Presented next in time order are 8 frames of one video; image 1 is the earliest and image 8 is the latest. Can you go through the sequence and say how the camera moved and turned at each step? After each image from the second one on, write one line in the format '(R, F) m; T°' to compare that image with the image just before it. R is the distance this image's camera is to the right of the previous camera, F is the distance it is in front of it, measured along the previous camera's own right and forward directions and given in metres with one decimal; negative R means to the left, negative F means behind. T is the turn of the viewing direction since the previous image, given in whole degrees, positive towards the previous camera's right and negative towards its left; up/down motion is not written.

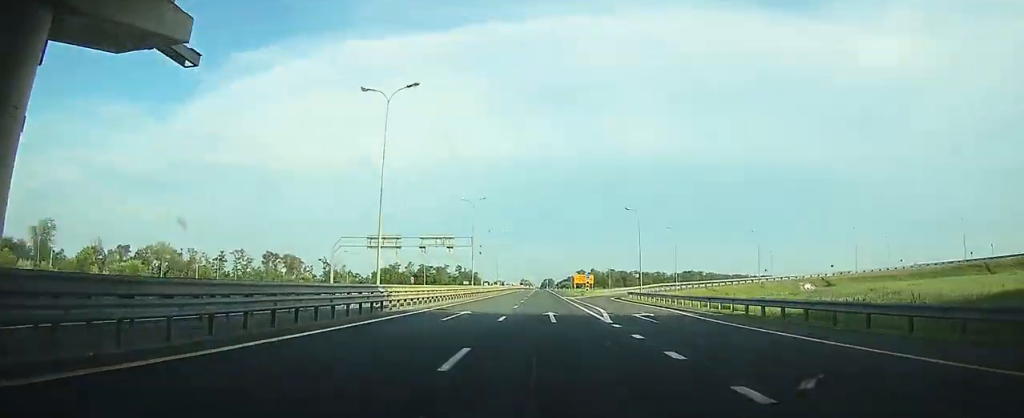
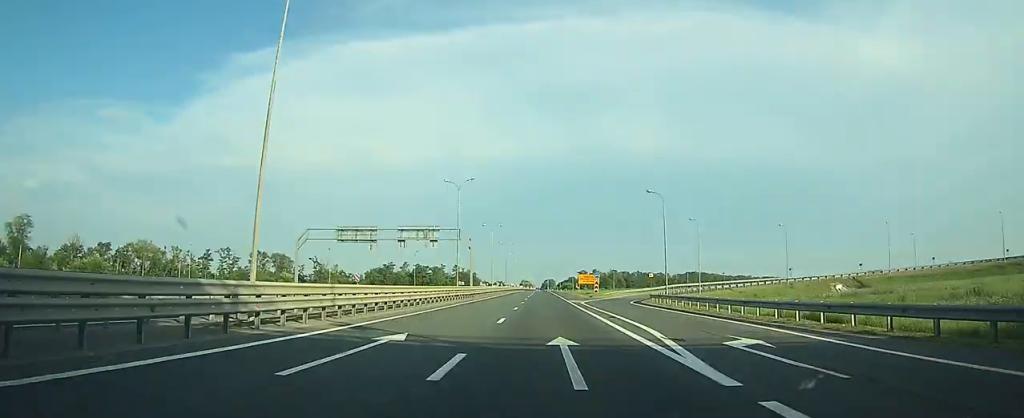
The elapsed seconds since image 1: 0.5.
(0.0, +12.8) m; 0°
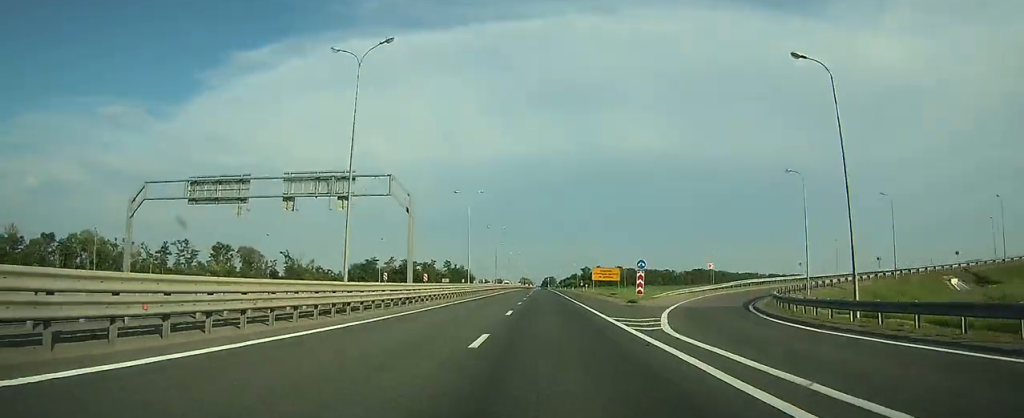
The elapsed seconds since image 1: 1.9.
(0.0, +31.9) m; 0°
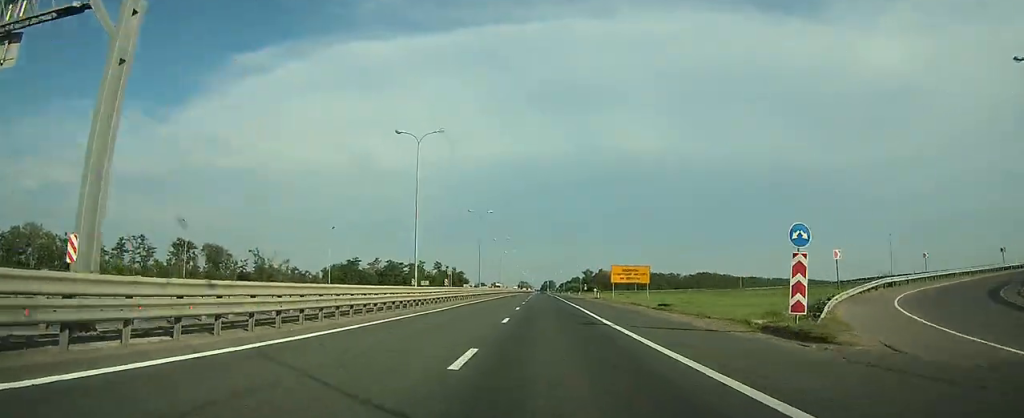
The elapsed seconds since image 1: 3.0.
(0.0, +26.3) m; 0°
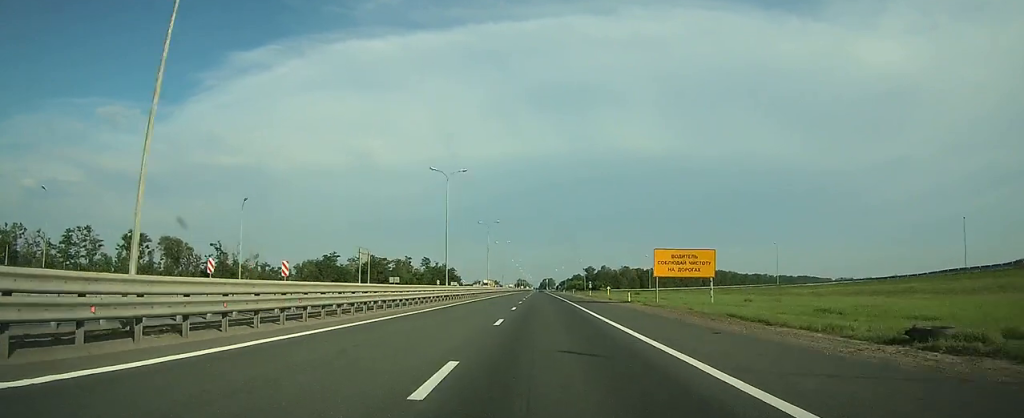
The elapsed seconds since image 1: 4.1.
(0.0, +26.3) m; 0°
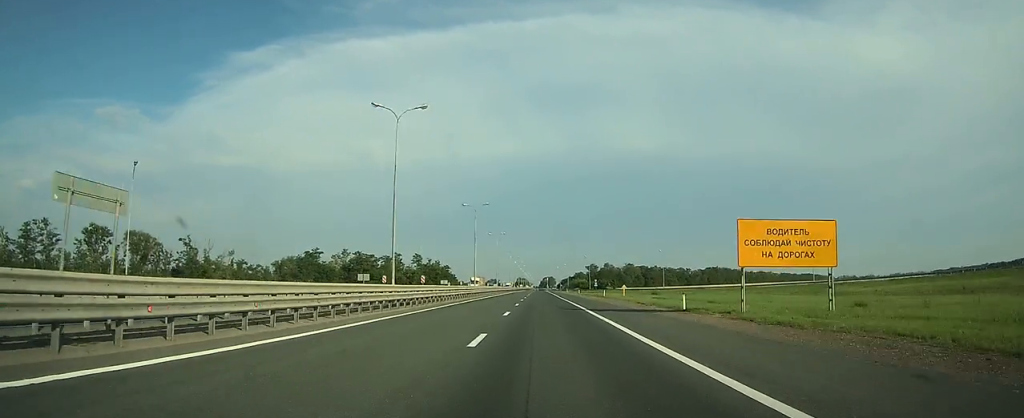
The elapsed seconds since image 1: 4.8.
(0.0, +18.4) m; 0°
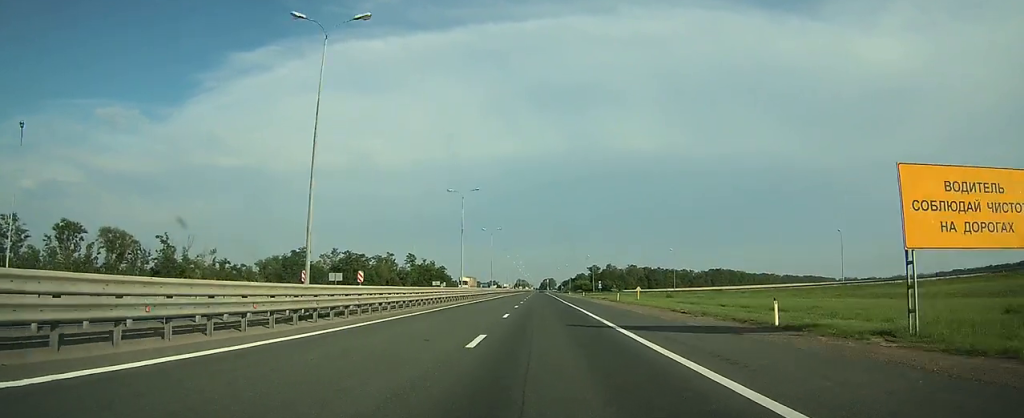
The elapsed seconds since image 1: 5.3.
(0.0, +11.9) m; 0°
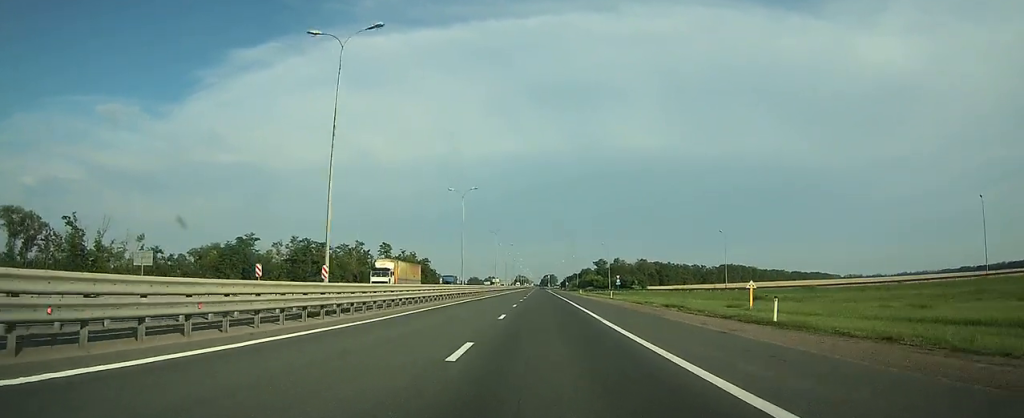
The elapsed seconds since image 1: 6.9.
(0.0, +38.3) m; 0°
